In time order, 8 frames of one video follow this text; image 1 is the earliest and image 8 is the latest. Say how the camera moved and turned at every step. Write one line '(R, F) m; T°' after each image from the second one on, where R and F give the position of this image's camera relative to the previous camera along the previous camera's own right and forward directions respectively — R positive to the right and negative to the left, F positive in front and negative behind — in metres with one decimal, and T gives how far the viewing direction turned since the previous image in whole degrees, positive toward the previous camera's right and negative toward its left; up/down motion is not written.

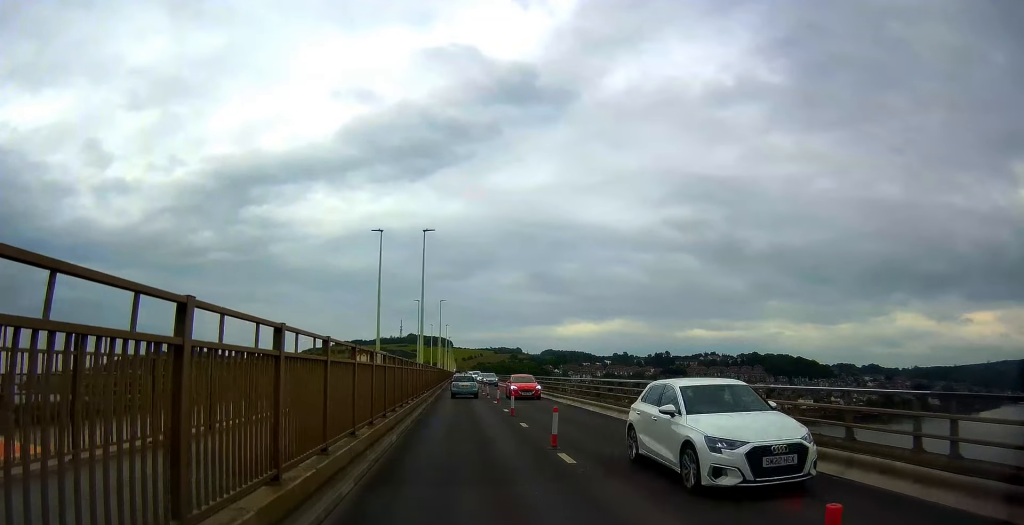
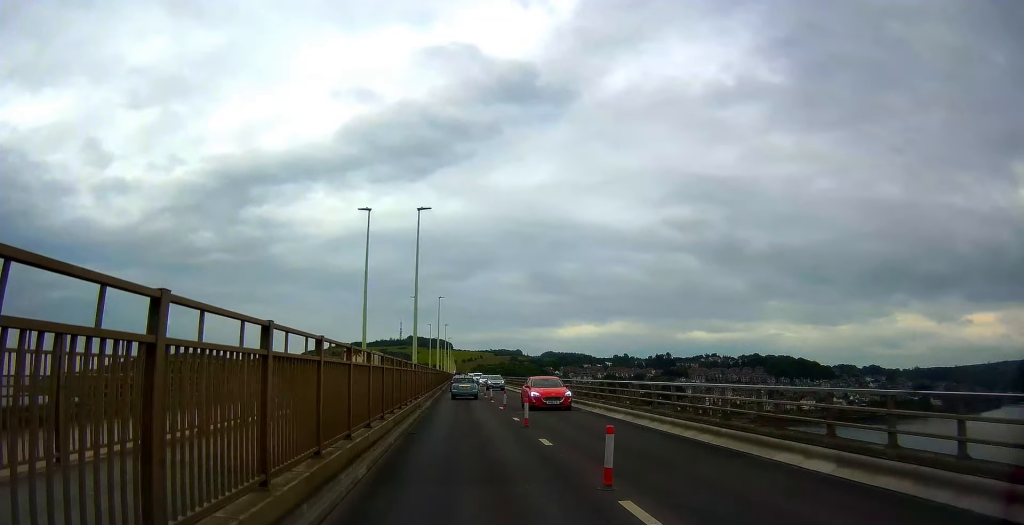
(0.0, +4.1) m; 0°
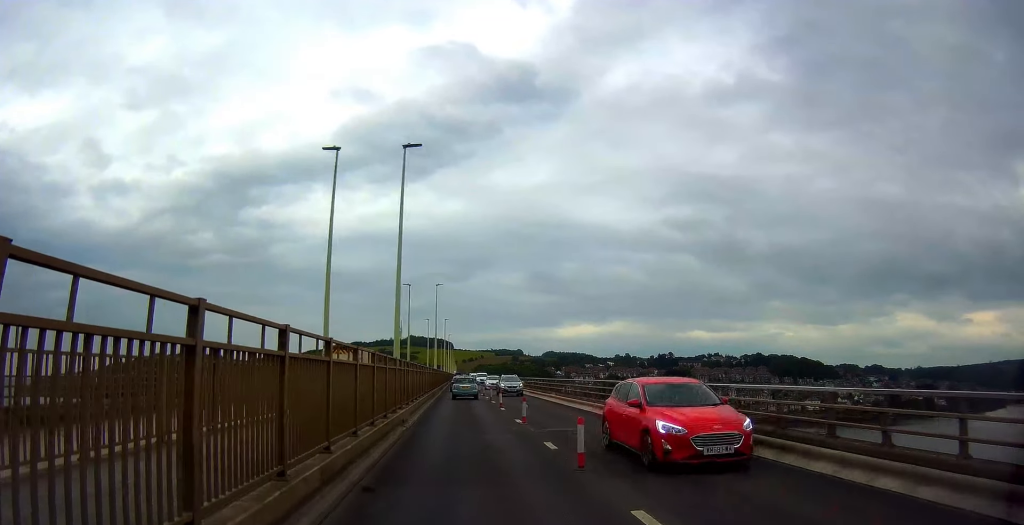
(-0.1, +7.3) m; -2°
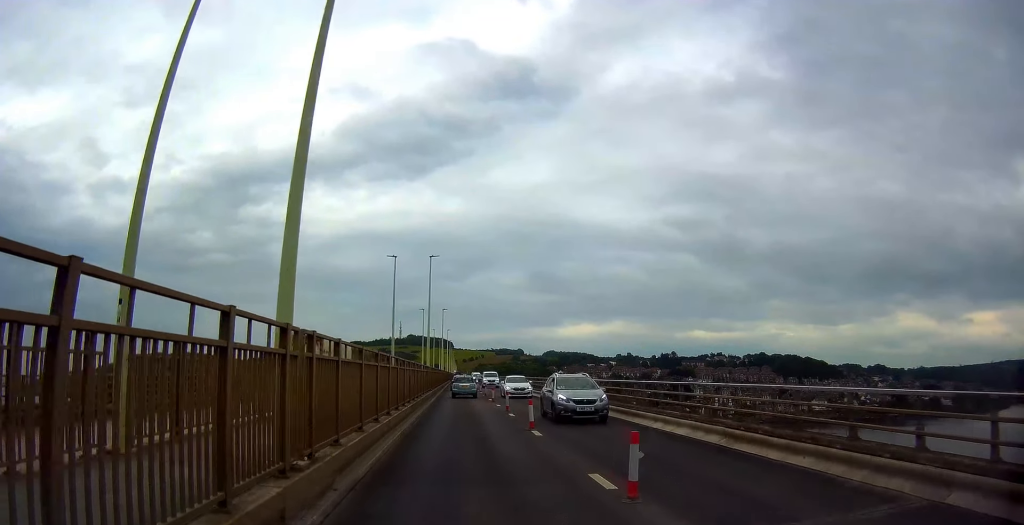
(-0.4, +11.5) m; -2°
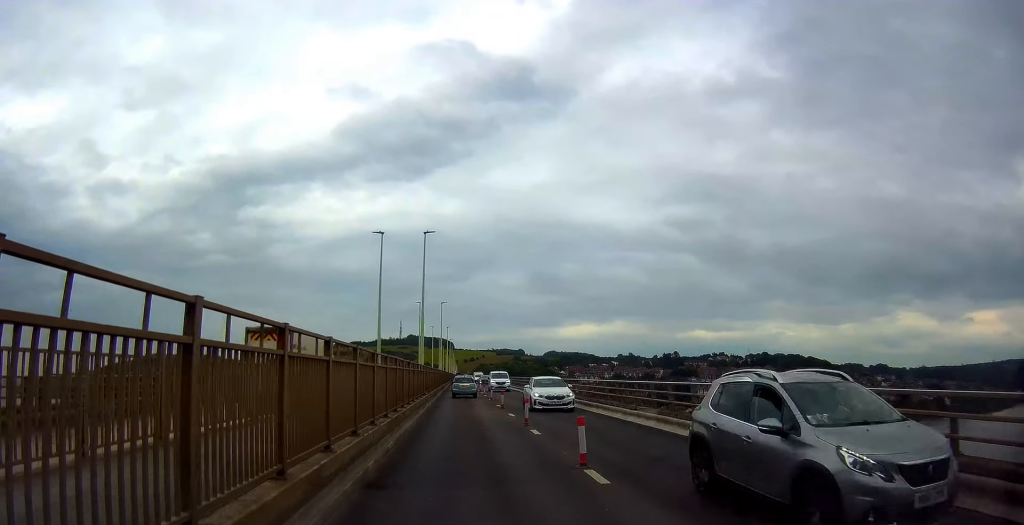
(-0.1, +6.6) m; 0°
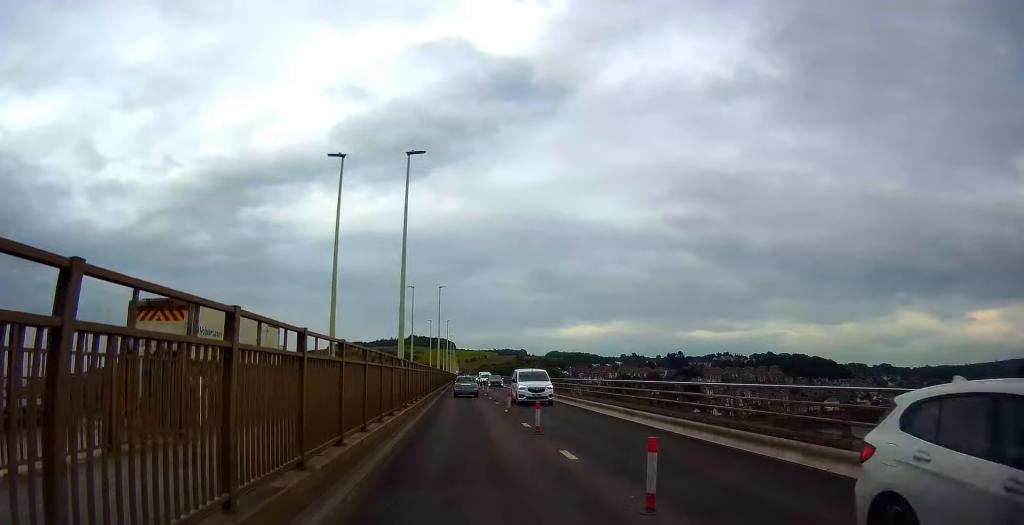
(+0.2, +11.2) m; +1°
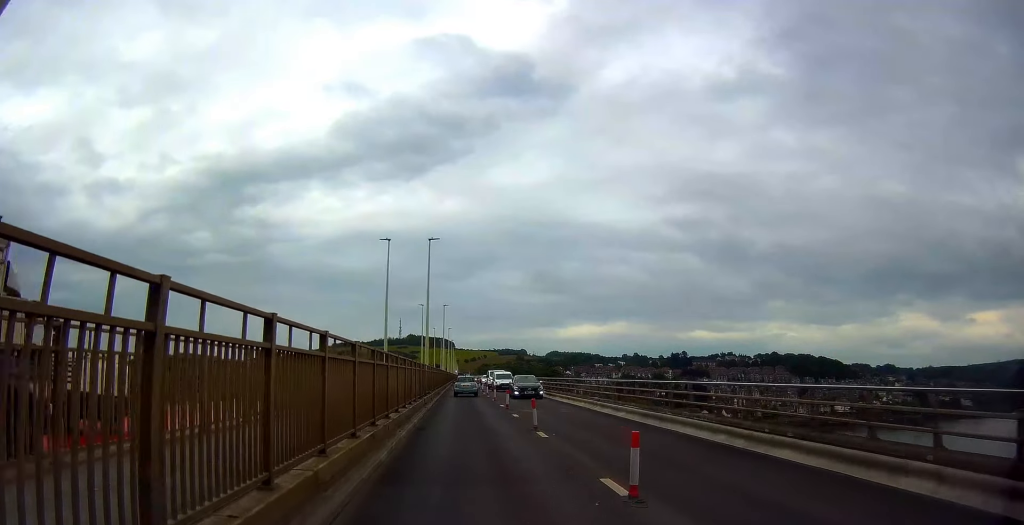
(-0.3, +17.2) m; 0°
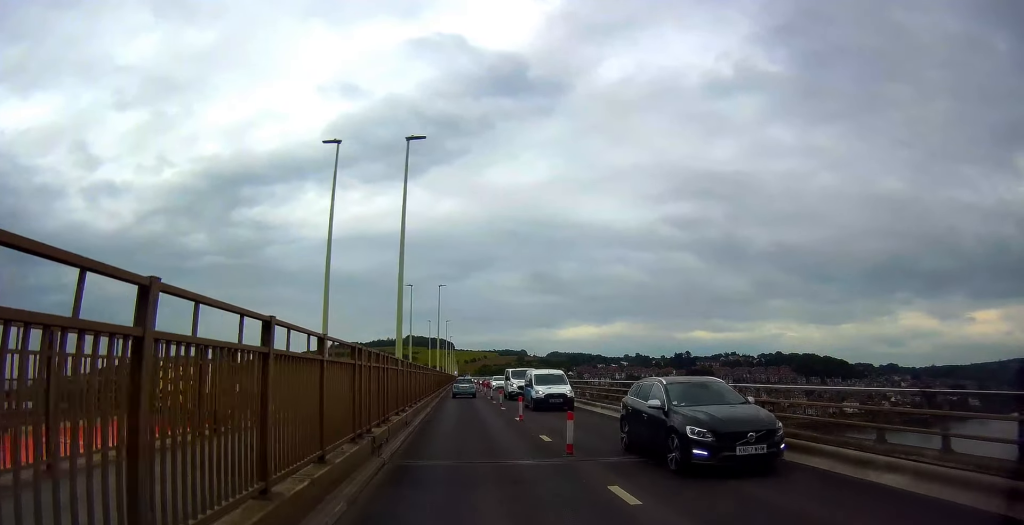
(+0.6, +14.2) m; +2°
